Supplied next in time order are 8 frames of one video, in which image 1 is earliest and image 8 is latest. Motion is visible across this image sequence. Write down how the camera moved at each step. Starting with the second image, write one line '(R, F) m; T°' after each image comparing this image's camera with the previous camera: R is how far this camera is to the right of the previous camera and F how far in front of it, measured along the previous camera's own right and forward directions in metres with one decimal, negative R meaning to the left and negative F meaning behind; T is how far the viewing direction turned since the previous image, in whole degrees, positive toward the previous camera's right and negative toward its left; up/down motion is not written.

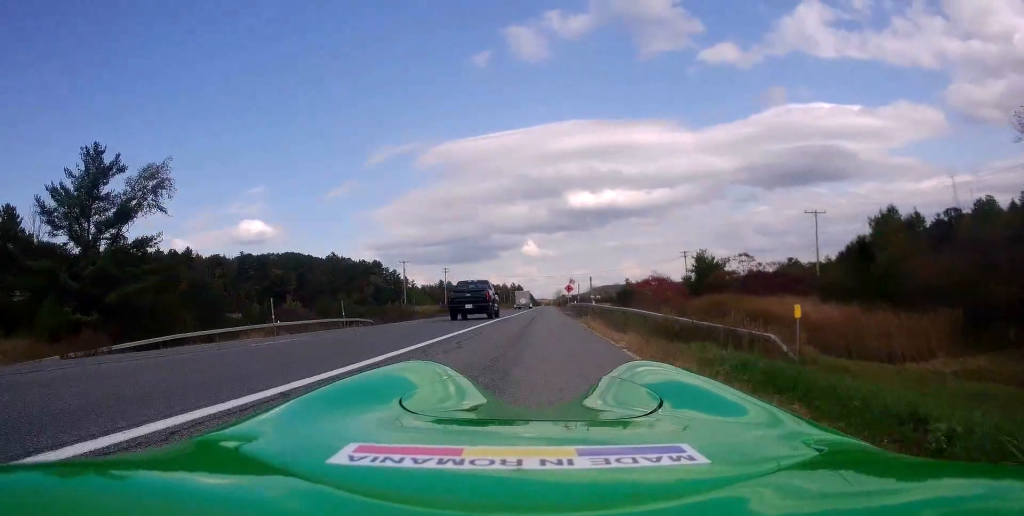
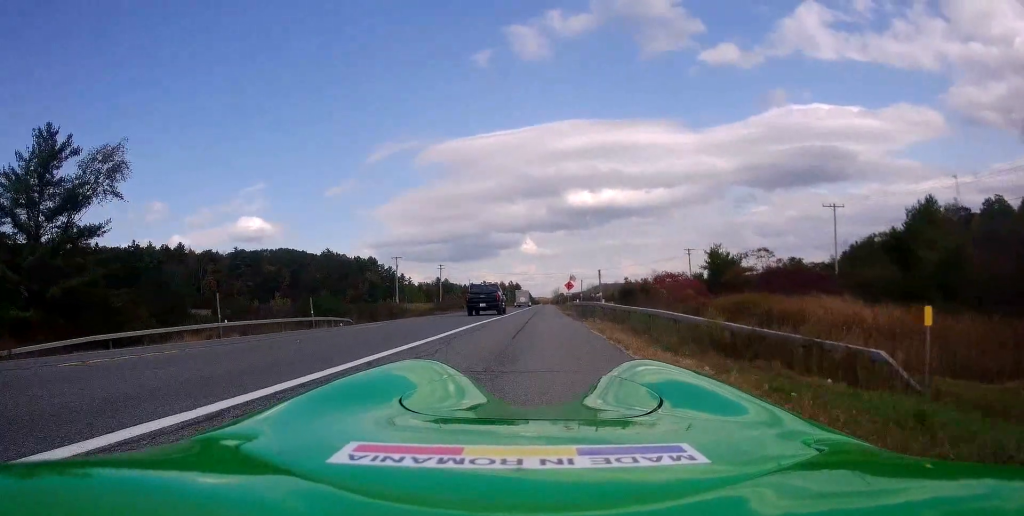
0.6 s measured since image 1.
(-0.3, +5.5) m; -1°
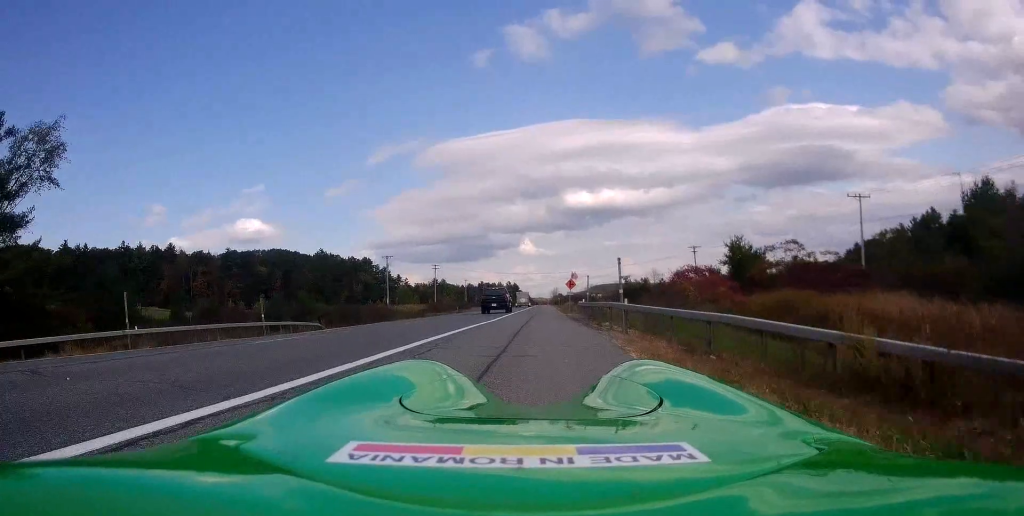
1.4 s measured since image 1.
(-0.1, +6.6) m; 0°
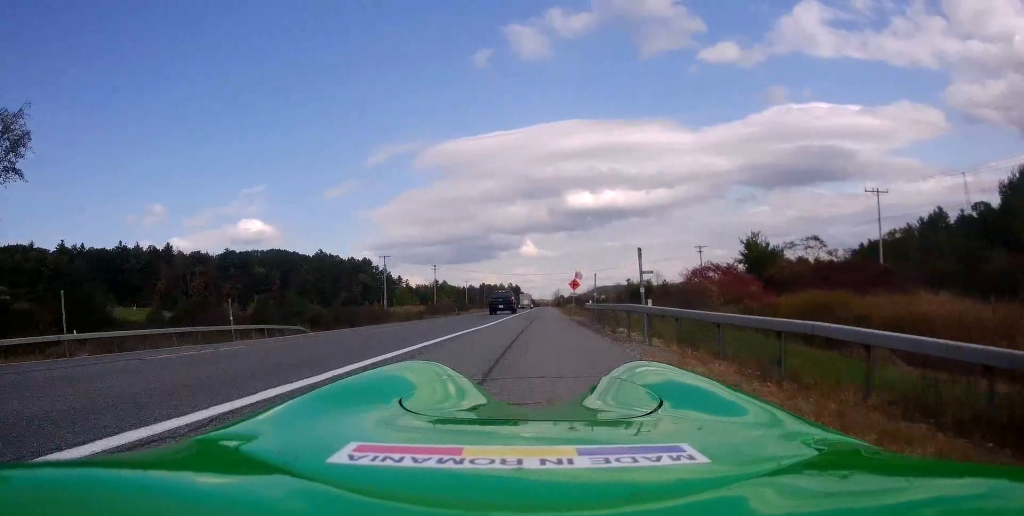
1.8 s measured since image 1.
(+0.1, +3.6) m; +1°
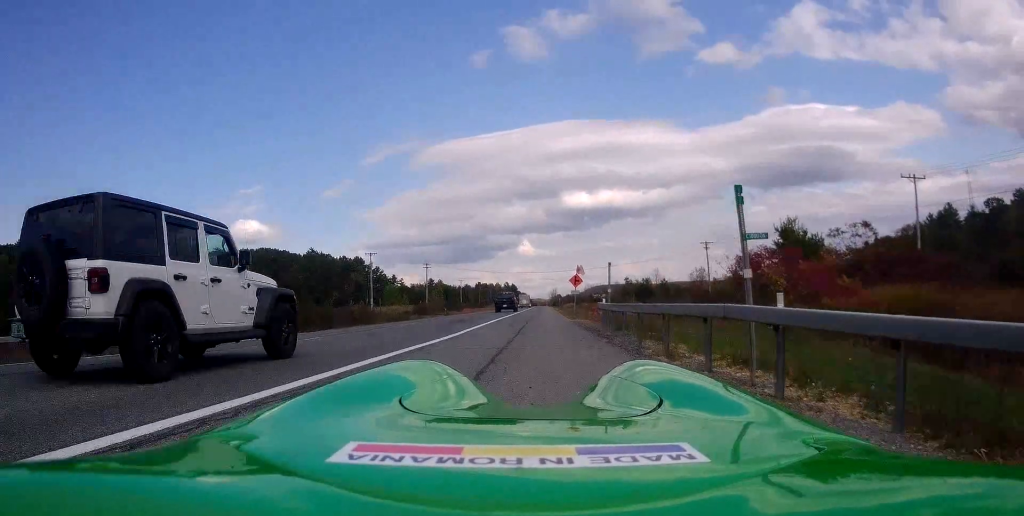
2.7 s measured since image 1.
(+0.1, +7.6) m; 0°
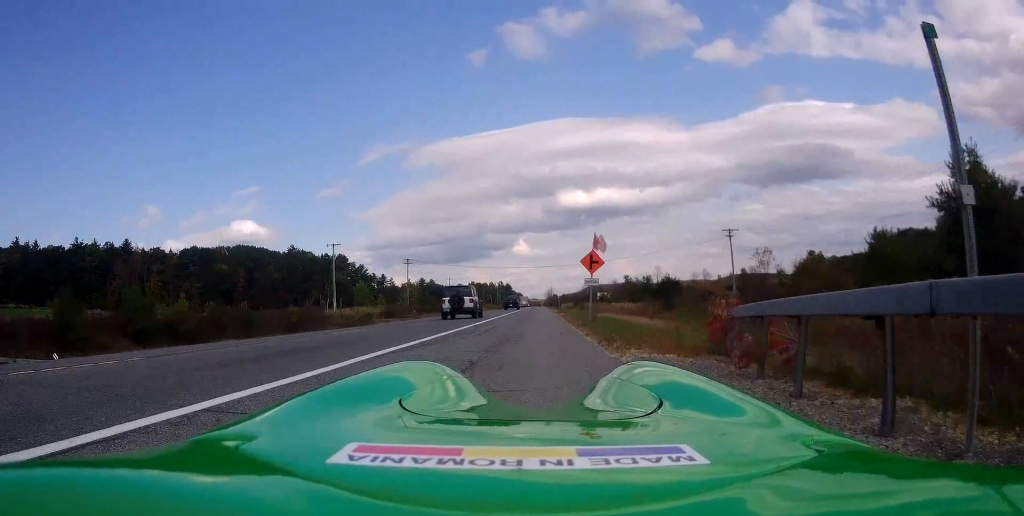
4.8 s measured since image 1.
(-0.4, +18.5) m; -2°
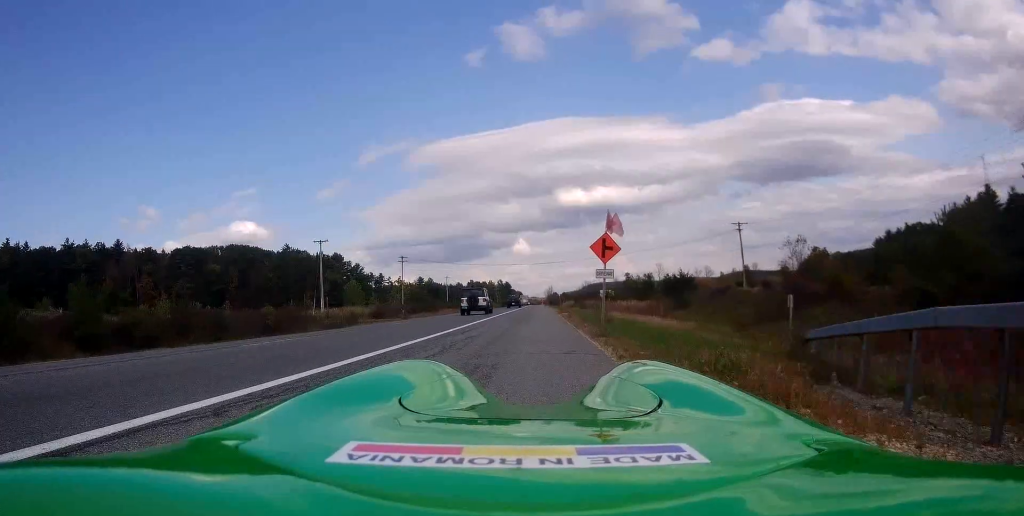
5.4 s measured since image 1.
(0.0, +5.7) m; +1°
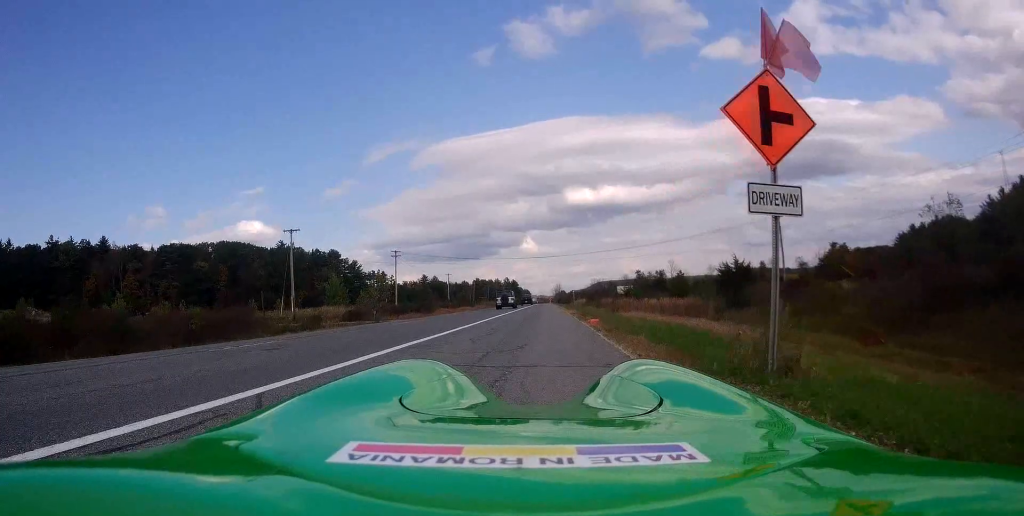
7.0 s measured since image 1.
(+0.3, +14.2) m; +1°
